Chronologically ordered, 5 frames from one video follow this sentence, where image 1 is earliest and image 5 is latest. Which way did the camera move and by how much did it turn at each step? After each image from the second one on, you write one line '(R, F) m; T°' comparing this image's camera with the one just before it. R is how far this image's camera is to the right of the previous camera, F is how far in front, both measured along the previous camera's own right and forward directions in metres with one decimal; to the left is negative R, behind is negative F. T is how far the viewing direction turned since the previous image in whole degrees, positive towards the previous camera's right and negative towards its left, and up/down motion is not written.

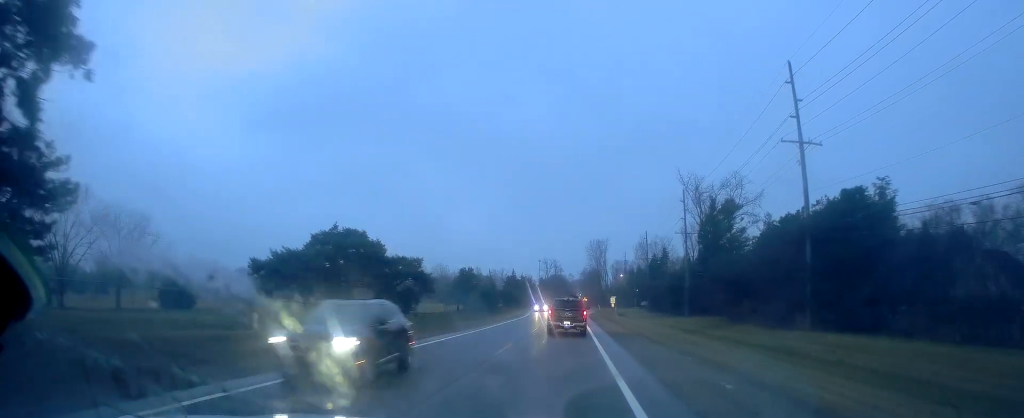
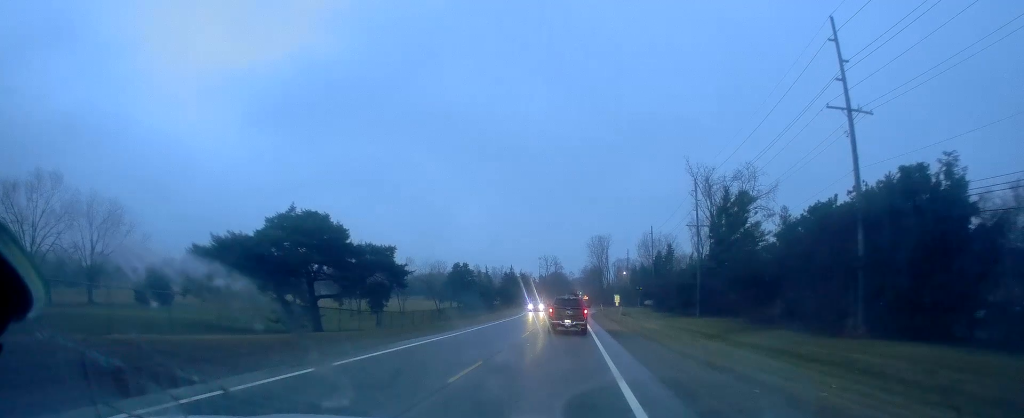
(-0.2, +7.1) m; 0°
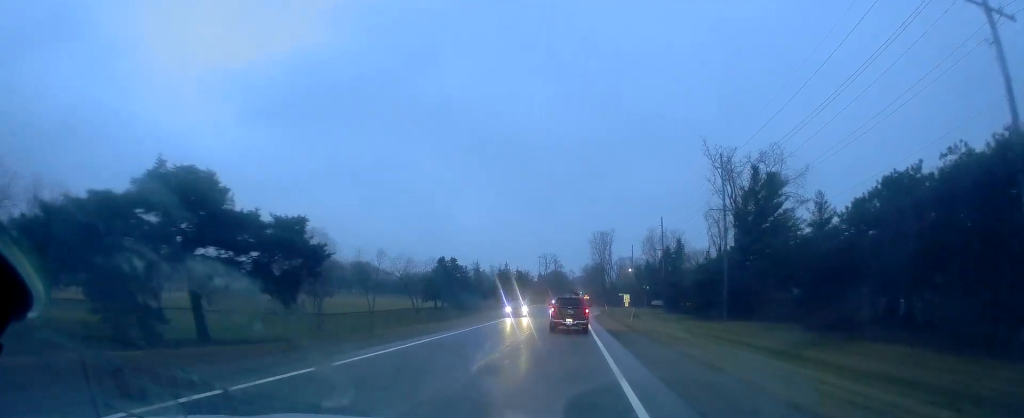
(-0.2, +13.0) m; 0°
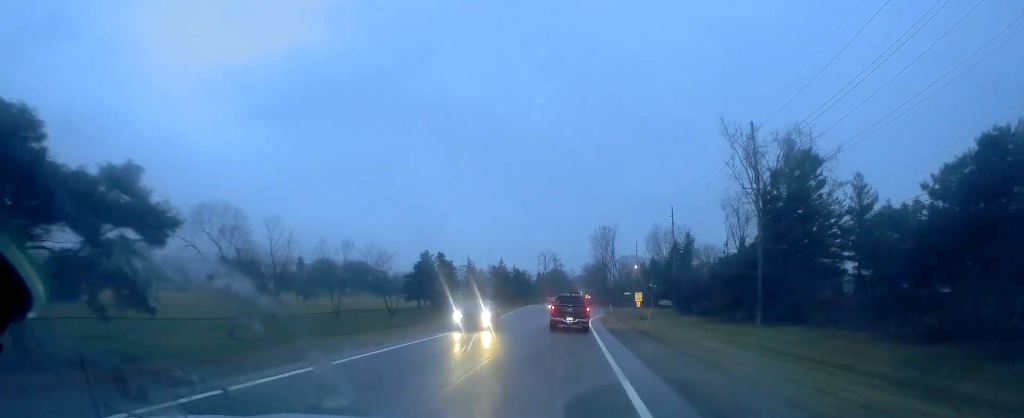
(+0.5, +10.8) m; 0°
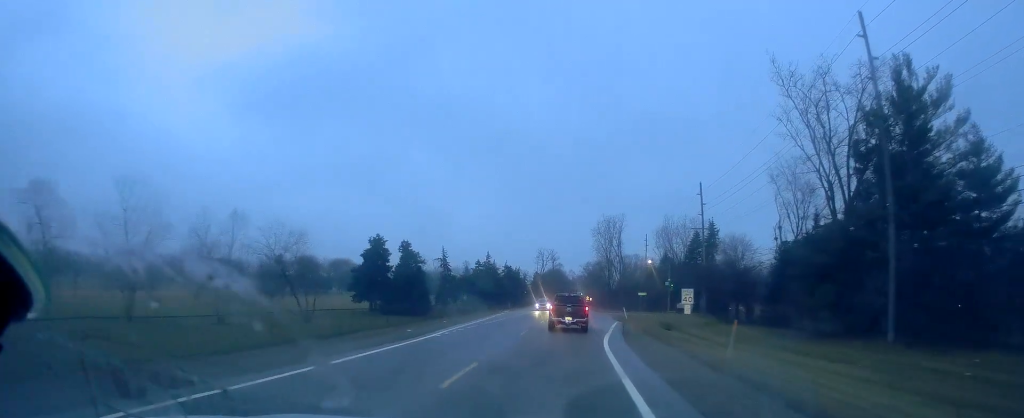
(-0.4, +22.0) m; +1°
